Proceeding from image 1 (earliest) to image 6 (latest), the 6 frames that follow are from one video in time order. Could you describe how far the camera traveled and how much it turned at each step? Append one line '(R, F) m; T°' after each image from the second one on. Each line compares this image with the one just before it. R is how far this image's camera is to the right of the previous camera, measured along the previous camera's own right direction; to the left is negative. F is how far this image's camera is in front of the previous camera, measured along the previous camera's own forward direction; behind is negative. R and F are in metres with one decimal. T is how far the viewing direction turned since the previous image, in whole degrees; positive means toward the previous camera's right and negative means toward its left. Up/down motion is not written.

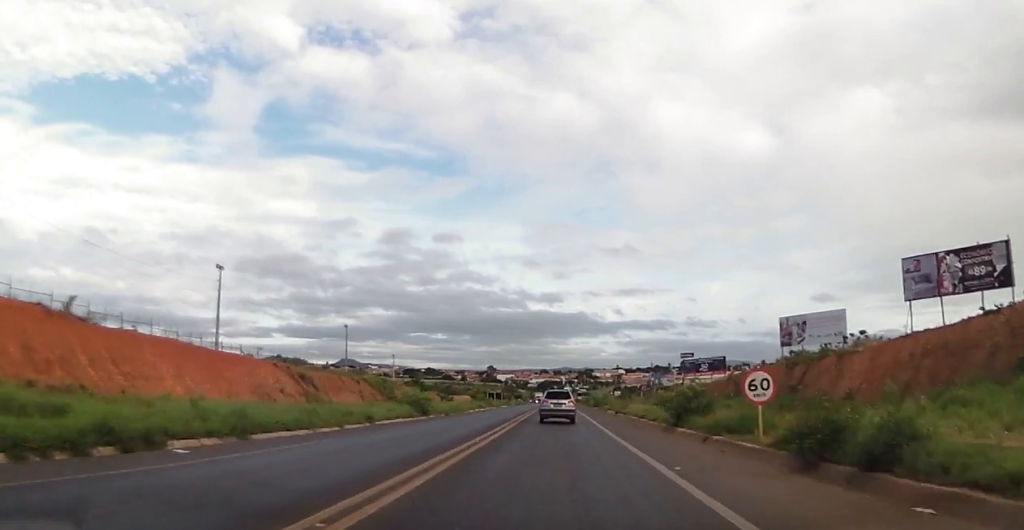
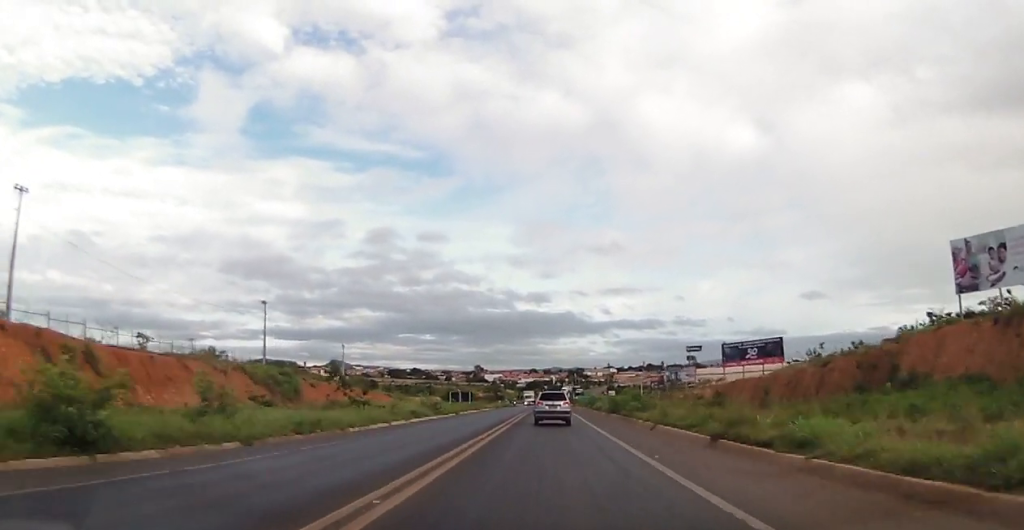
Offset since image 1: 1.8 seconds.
(+1.0, +34.9) m; +2°
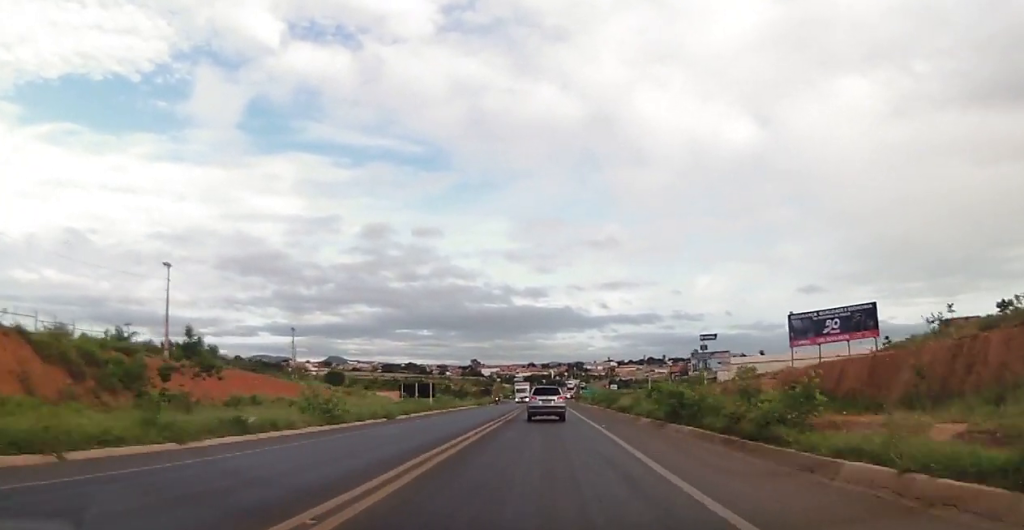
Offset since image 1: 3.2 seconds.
(+0.1, +26.8) m; 0°
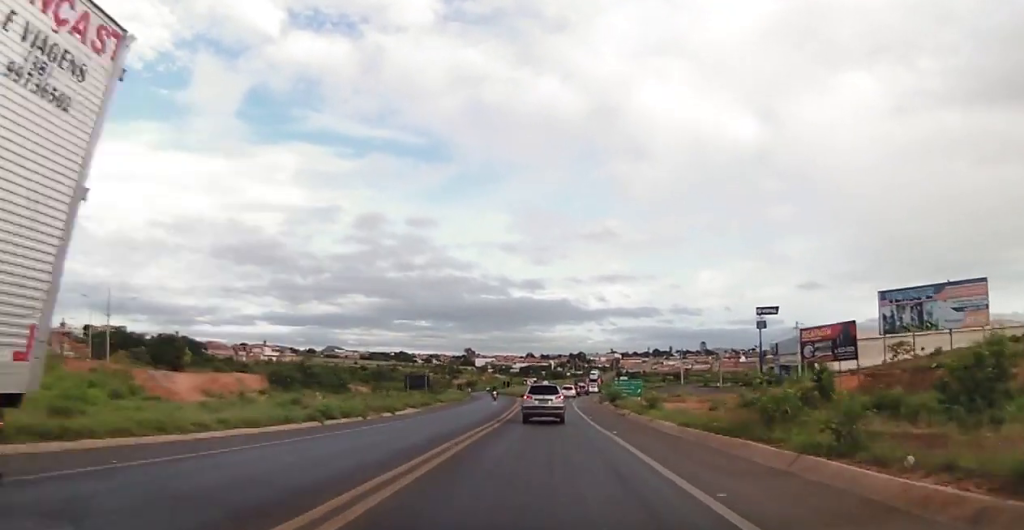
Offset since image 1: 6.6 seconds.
(-0.5, +65.5) m; 0°
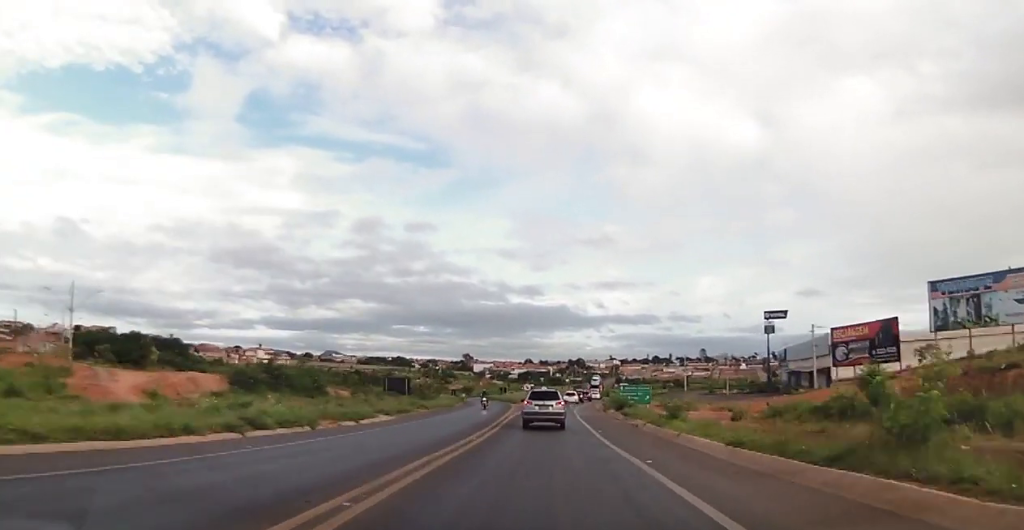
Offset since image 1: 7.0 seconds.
(-0.1, +7.4) m; +1°
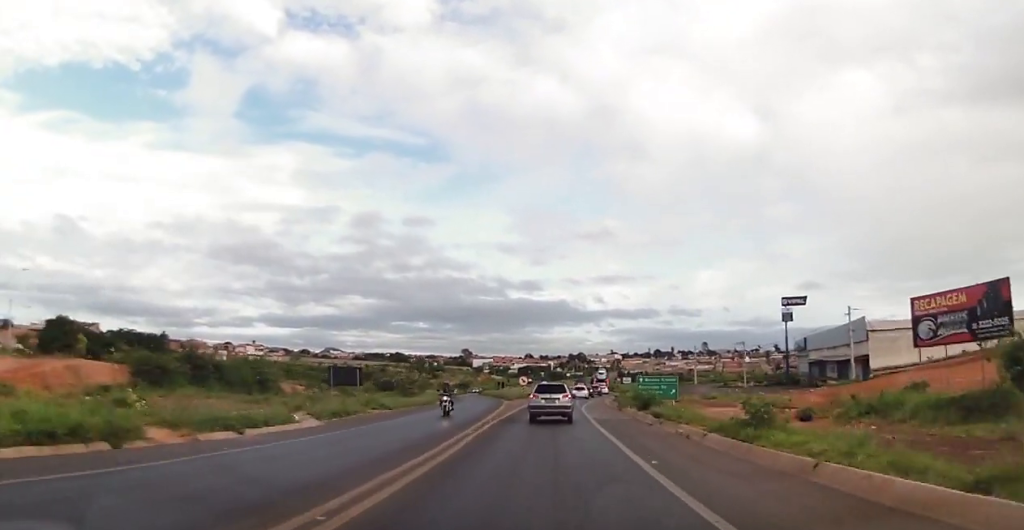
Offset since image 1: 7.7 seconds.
(+0.3, +13.2) m; +1°
